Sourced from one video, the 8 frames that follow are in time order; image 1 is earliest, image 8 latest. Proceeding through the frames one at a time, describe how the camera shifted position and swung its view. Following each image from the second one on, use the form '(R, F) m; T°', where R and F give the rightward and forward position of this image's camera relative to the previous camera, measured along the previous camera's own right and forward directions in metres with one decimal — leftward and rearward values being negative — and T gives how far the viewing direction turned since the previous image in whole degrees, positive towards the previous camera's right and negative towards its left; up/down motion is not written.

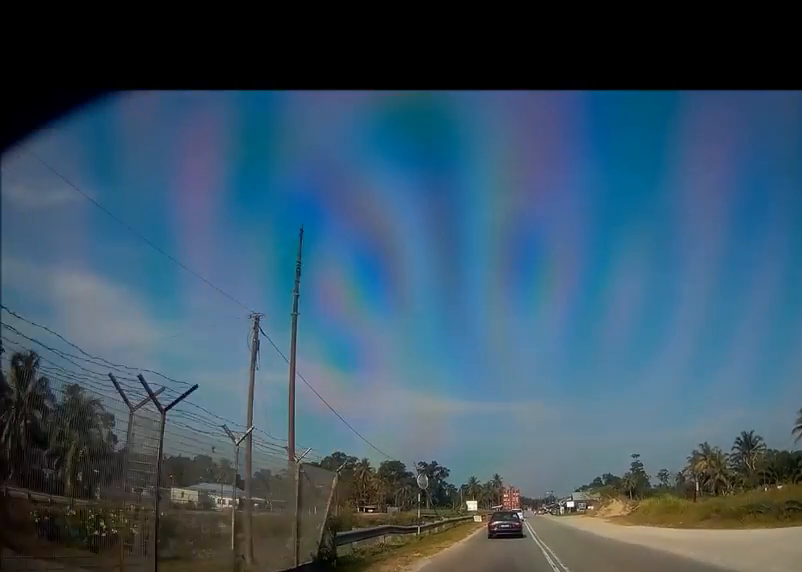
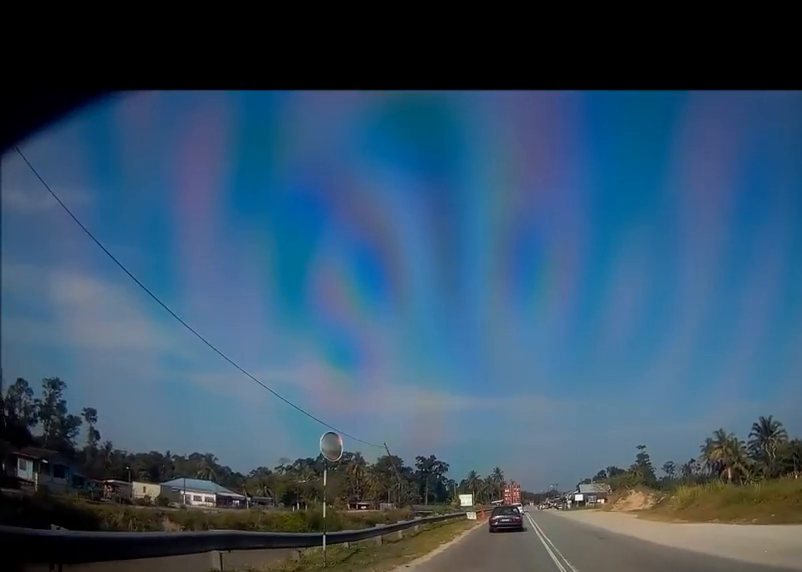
(-0.1, +10.3) m; 0°
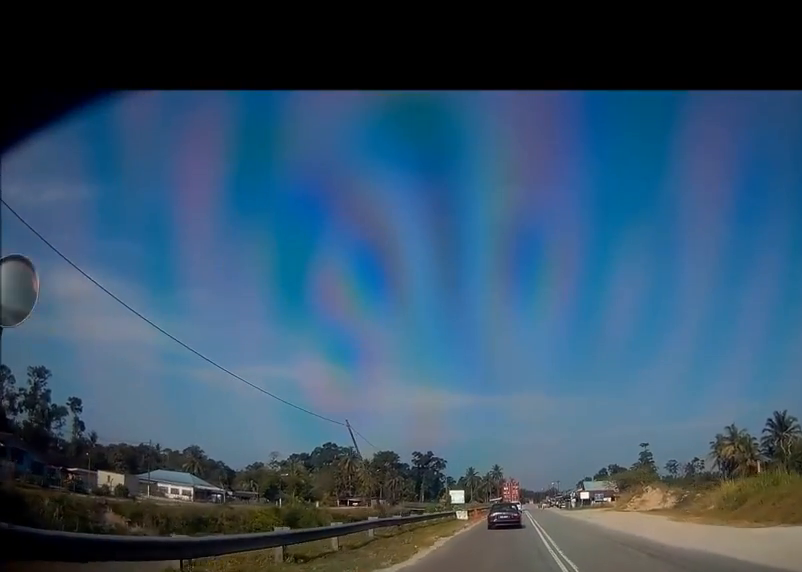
(+0.1, +7.7) m; 0°
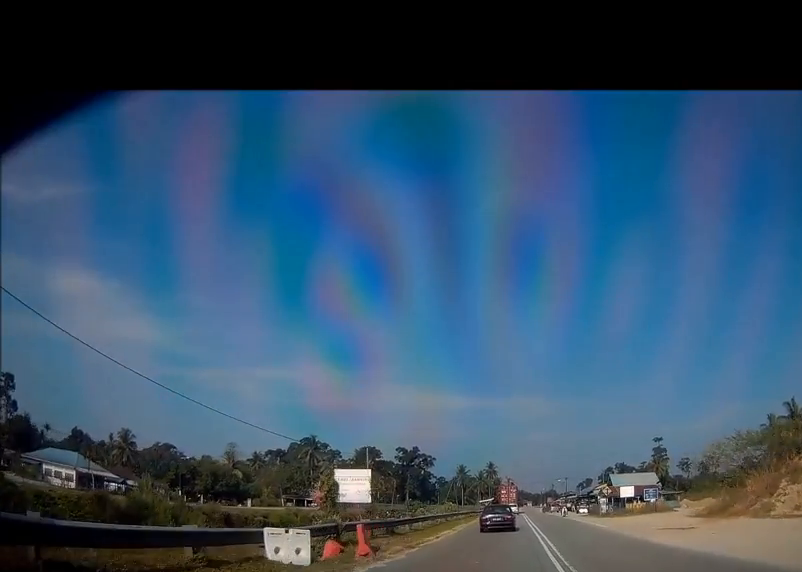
(-0.3, +29.8) m; 0°
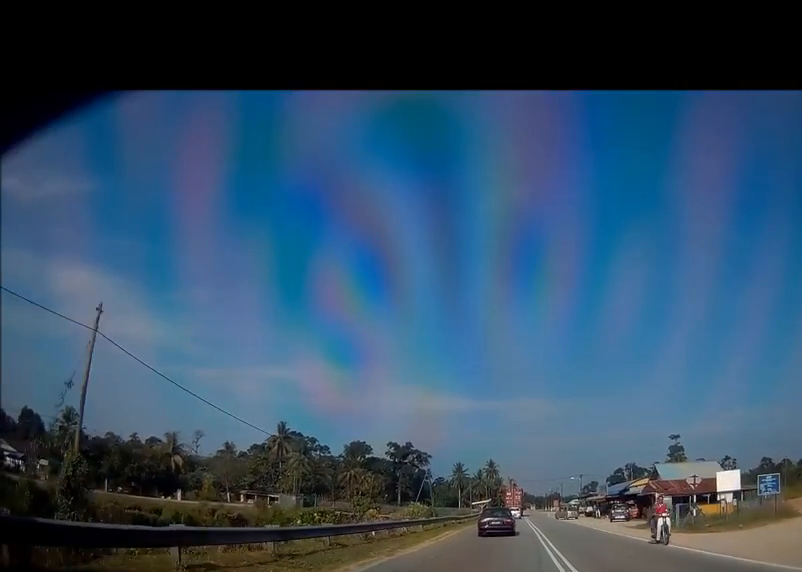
(+0.1, +22.8) m; 0°
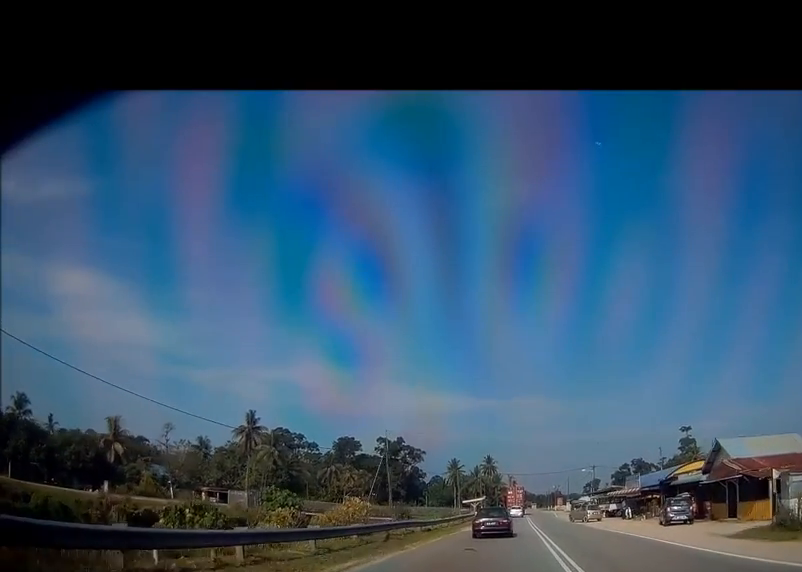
(0.0, +15.8) m; 0°
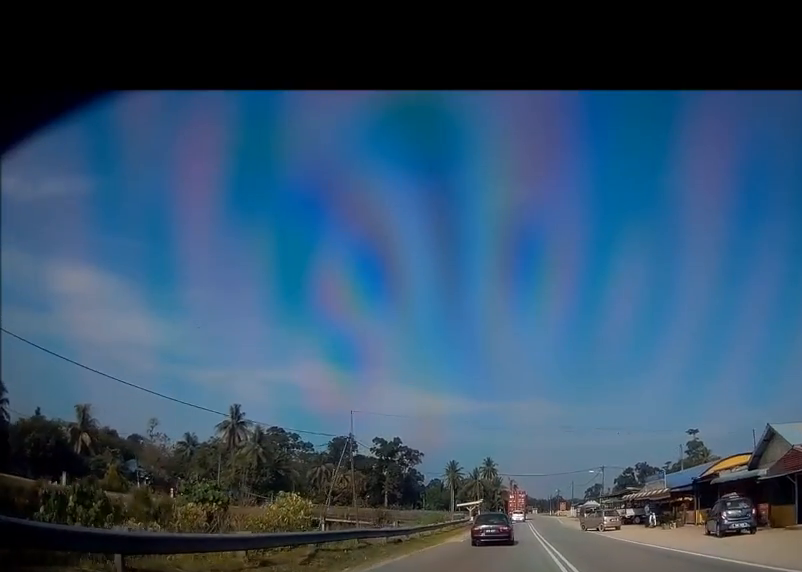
(0.0, +7.3) m; 0°
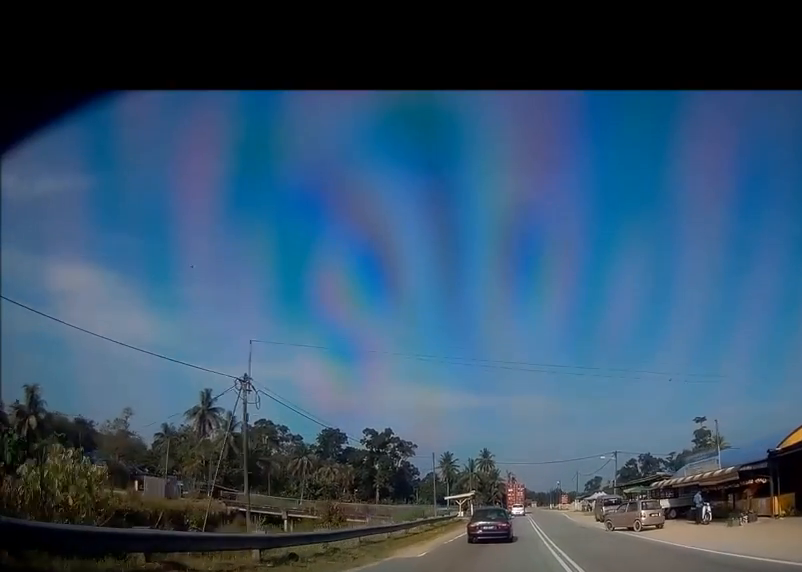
(-0.1, +10.3) m; 0°
